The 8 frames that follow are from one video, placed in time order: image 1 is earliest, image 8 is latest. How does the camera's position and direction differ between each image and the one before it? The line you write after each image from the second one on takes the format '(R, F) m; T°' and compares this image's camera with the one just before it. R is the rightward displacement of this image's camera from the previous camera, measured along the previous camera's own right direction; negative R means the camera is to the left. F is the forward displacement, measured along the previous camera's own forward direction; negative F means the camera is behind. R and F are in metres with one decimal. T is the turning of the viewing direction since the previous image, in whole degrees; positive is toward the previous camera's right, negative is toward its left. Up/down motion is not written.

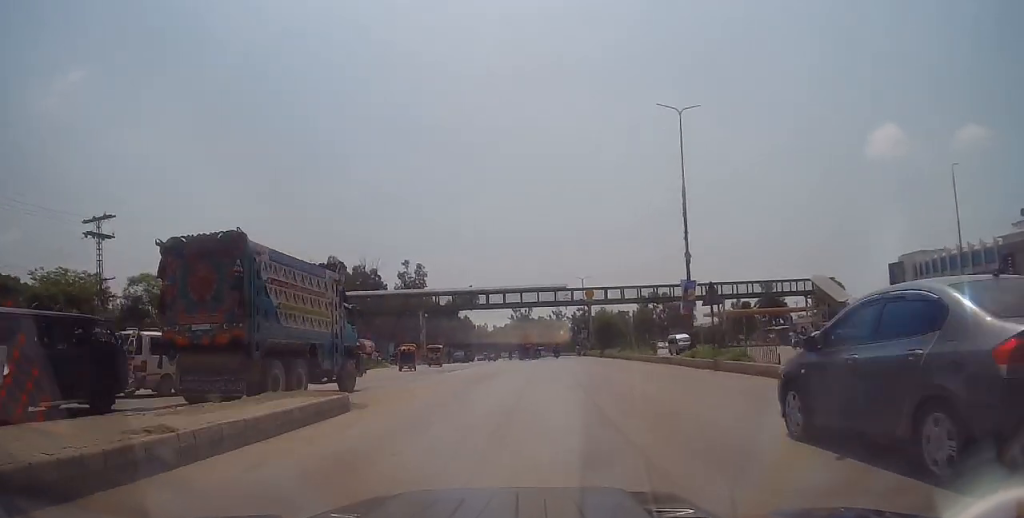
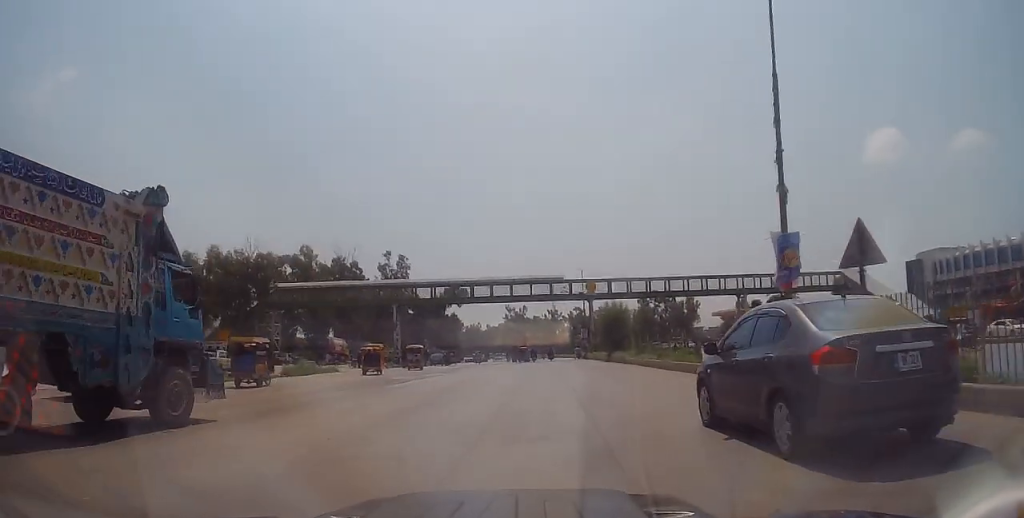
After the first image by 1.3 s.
(+0.4, +11.8) m; +2°
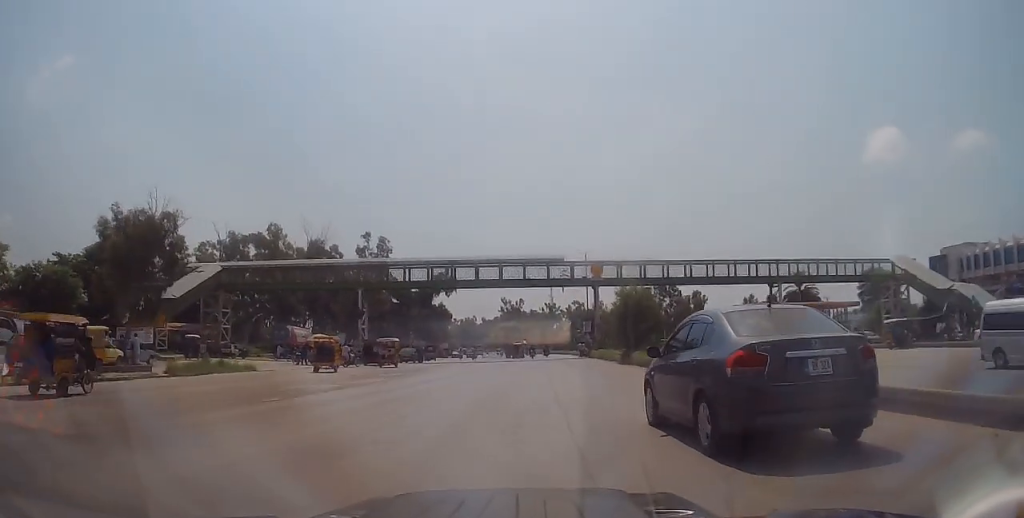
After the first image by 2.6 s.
(0.0, +12.5) m; 0°
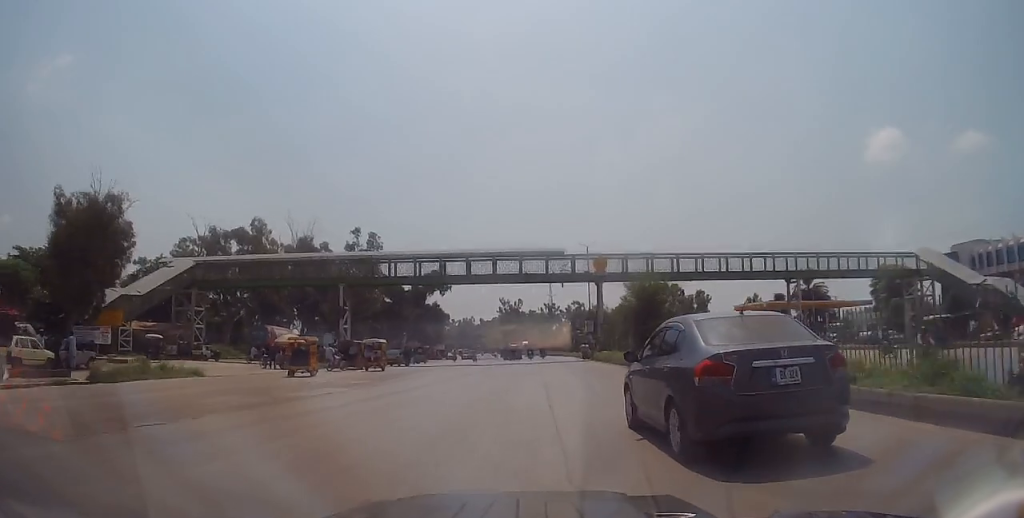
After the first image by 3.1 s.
(0.0, +5.3) m; 0°
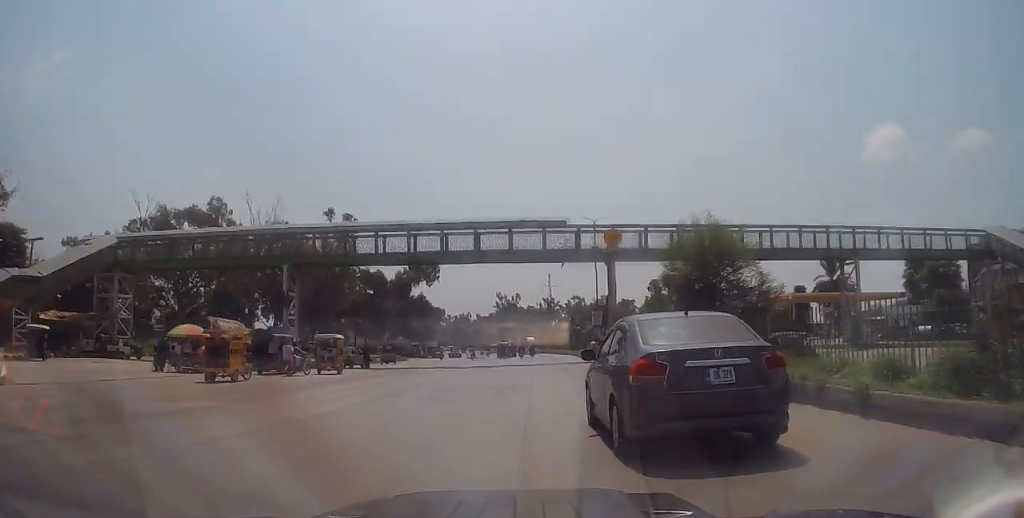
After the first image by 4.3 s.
(-0.2, +12.0) m; -2°
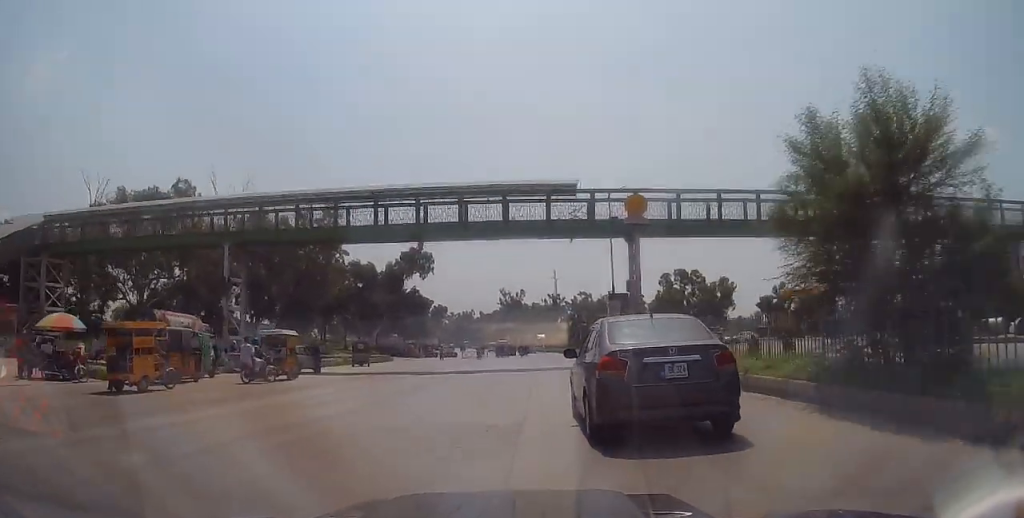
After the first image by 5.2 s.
(-0.3, +9.3) m; -1°
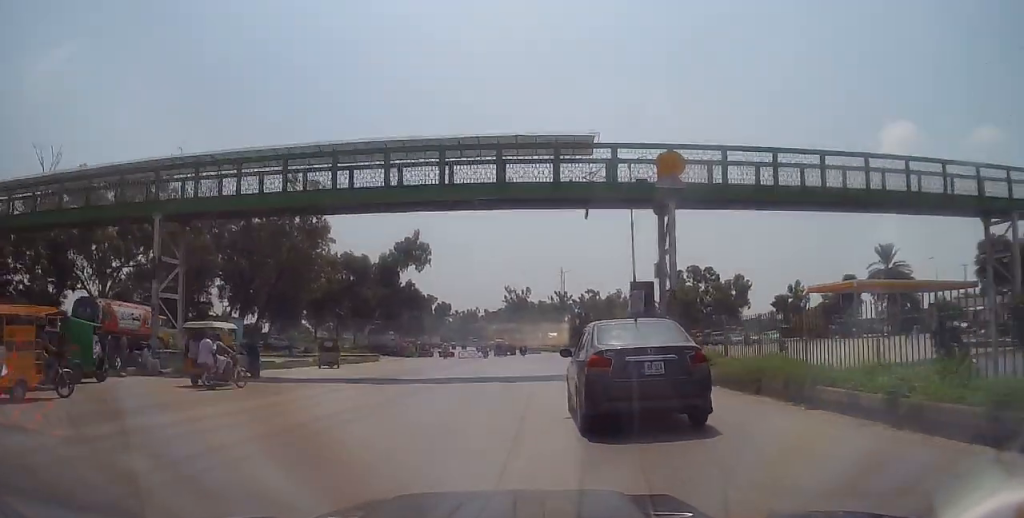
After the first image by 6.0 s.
(0.0, +7.7) m; +3°
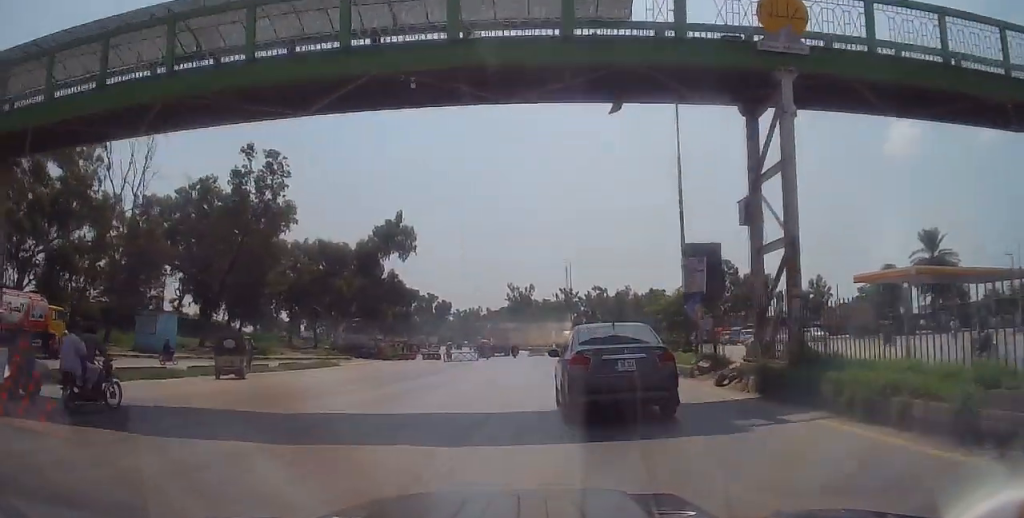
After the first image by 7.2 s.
(+0.6, +12.3) m; 0°
